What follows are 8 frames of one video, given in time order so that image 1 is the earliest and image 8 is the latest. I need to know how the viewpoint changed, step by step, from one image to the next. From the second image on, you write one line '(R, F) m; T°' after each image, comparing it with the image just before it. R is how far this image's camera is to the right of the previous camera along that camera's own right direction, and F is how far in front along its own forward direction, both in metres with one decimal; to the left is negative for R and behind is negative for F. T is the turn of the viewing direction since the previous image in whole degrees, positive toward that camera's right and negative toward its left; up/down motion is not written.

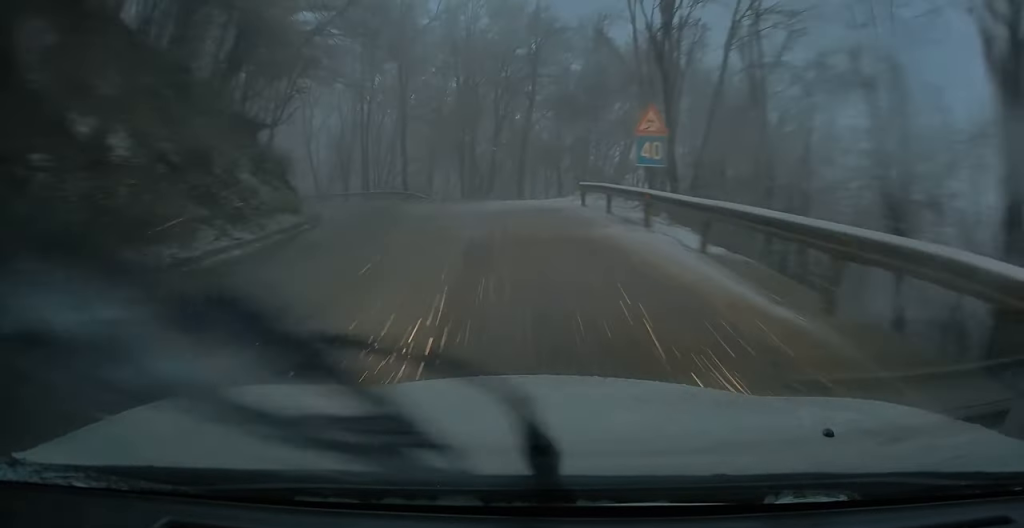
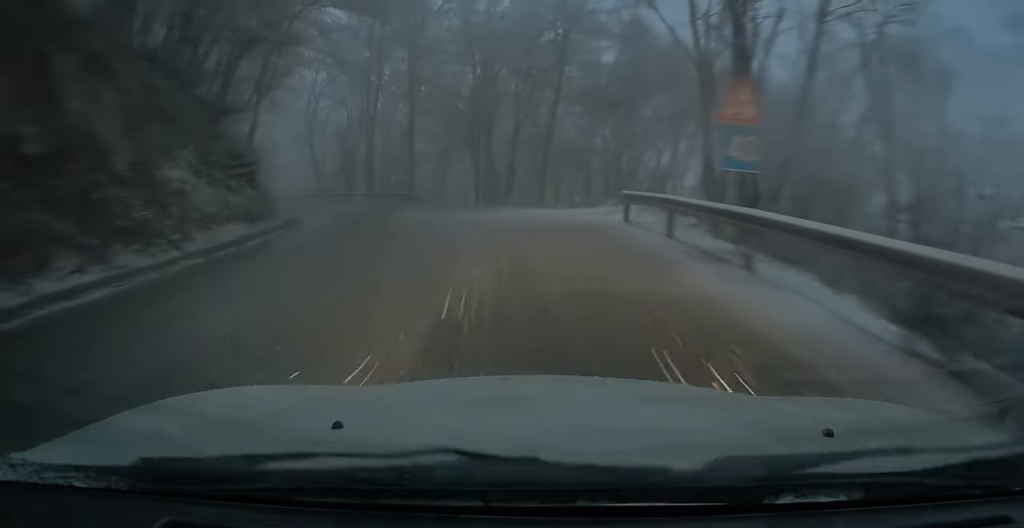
(-0.3, +4.8) m; -2°
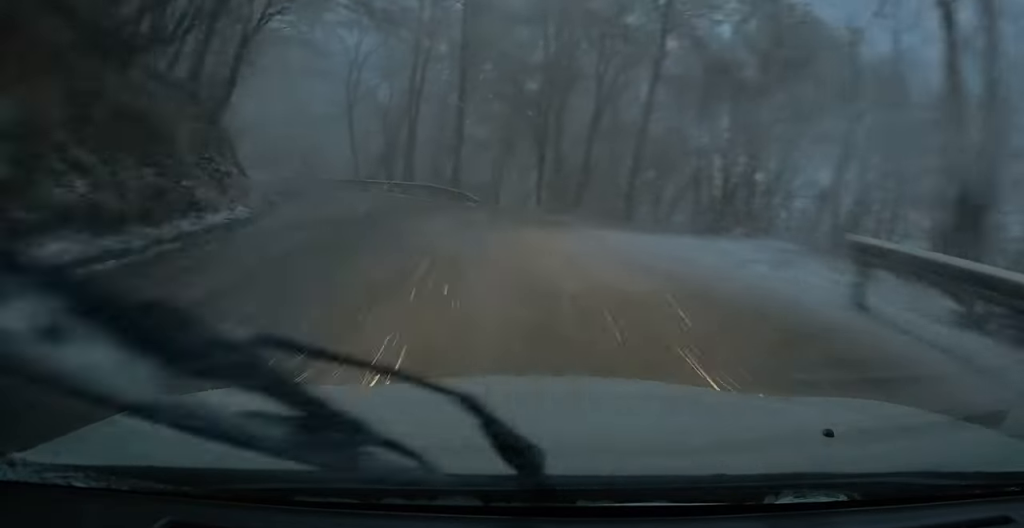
(-0.3, +8.5) m; -4°
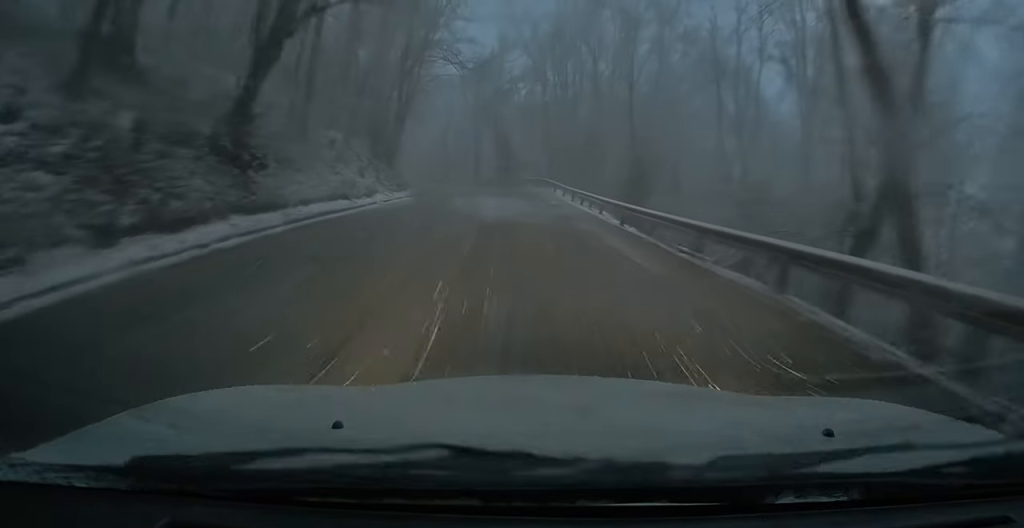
(-9.2, +39.1) m; -27°
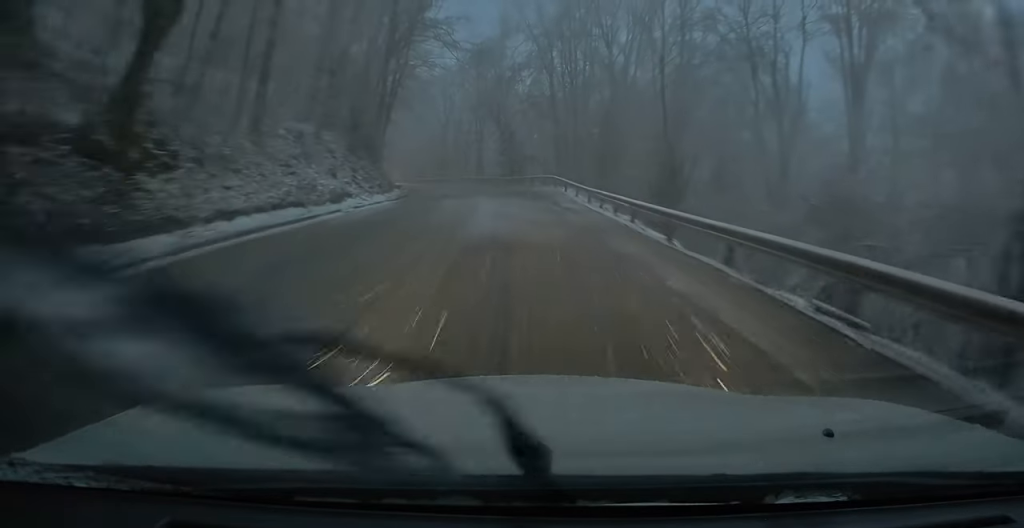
(-0.3, +5.8) m; -2°
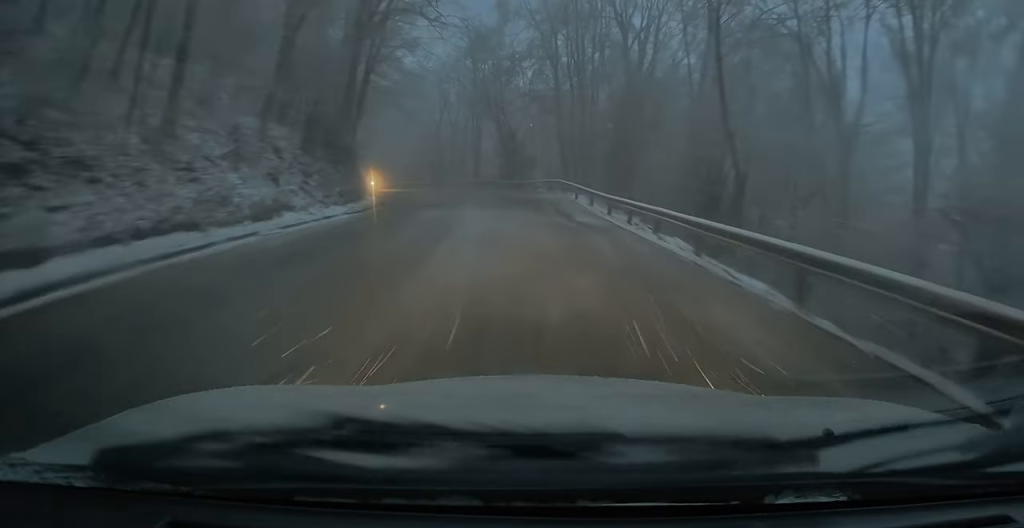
(-0.2, +6.6) m; -2°
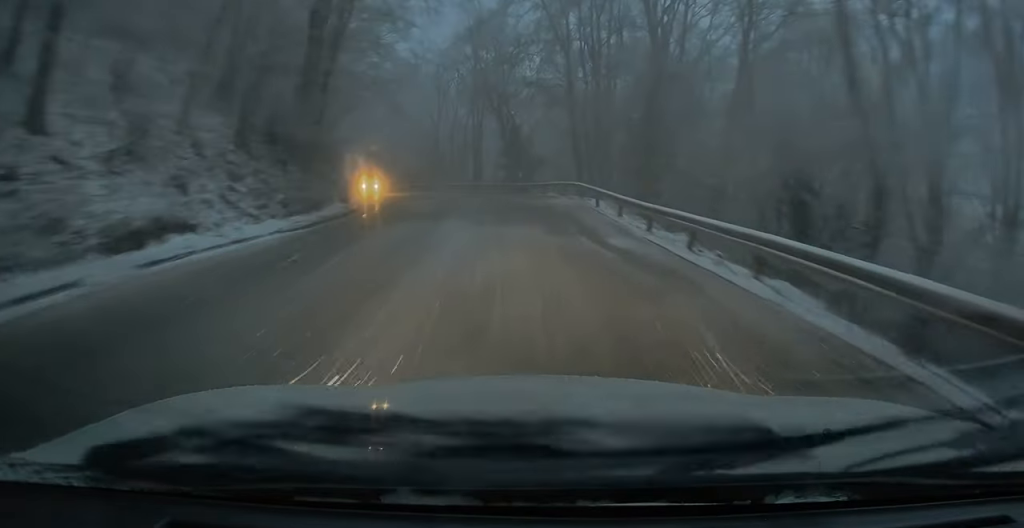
(-0.1, +6.4) m; 0°
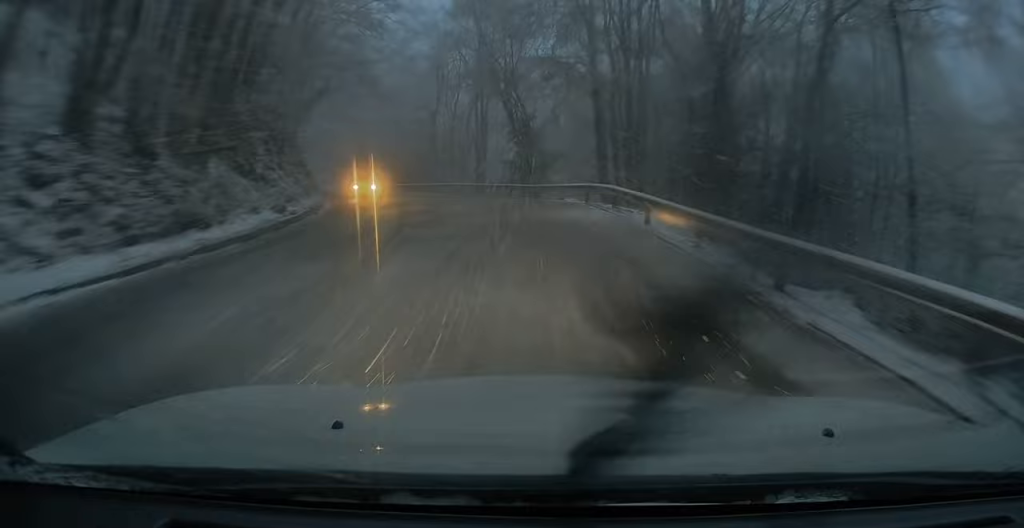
(0.0, +8.1) m; -1°
